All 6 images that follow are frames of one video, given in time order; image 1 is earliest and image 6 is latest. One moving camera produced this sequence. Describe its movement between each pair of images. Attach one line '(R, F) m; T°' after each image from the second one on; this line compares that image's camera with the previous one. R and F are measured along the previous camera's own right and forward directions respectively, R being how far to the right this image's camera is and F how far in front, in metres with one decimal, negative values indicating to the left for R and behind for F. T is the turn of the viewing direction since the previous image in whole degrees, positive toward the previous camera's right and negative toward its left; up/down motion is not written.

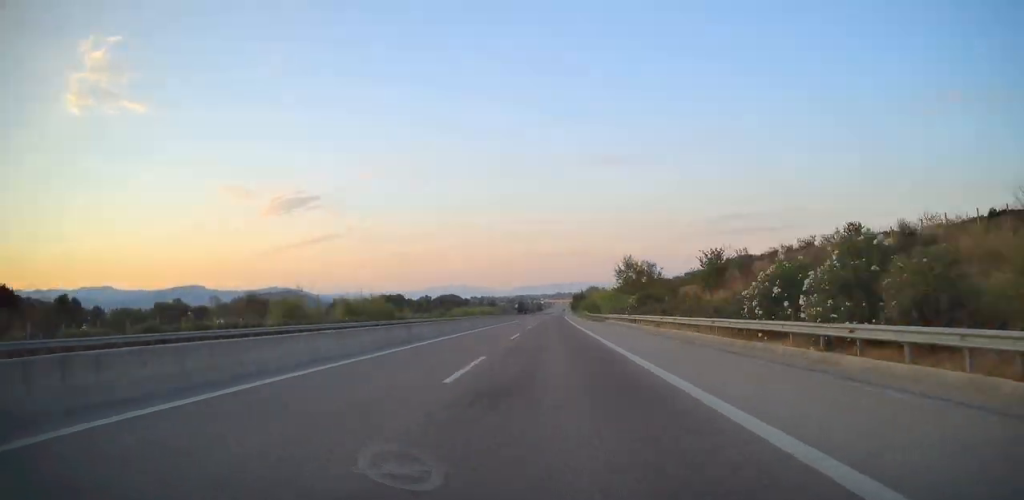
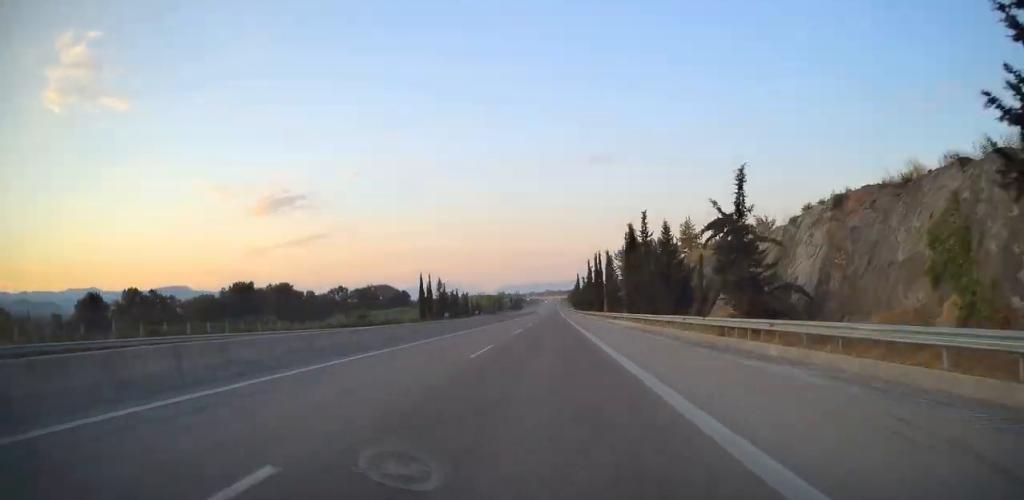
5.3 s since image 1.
(+3.5, +209.1) m; +1°
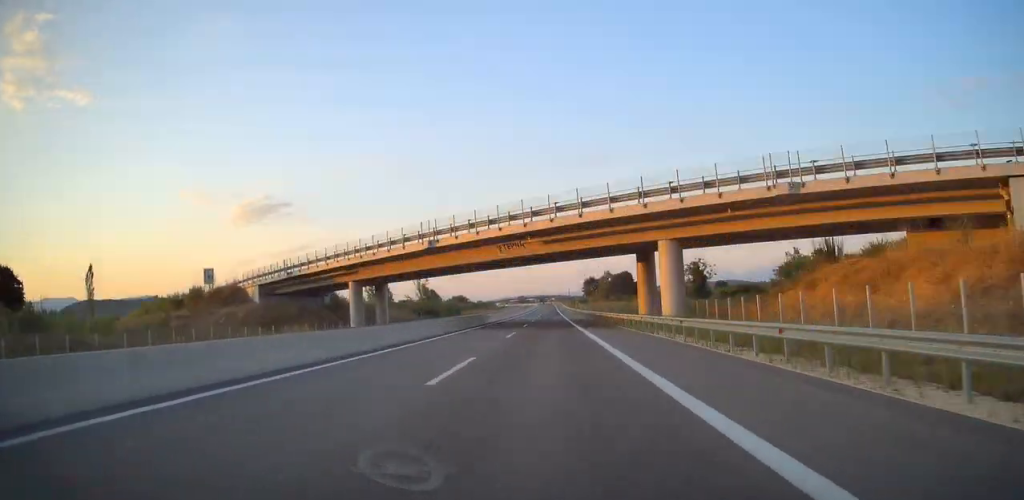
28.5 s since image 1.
(+6.9, +904.5) m; 0°
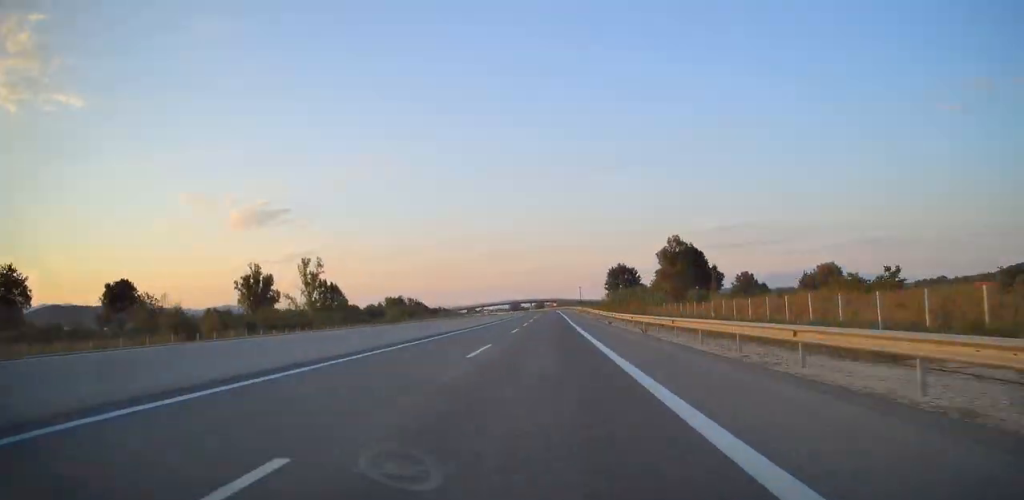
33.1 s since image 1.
(+2.5, +174.0) m; -1°
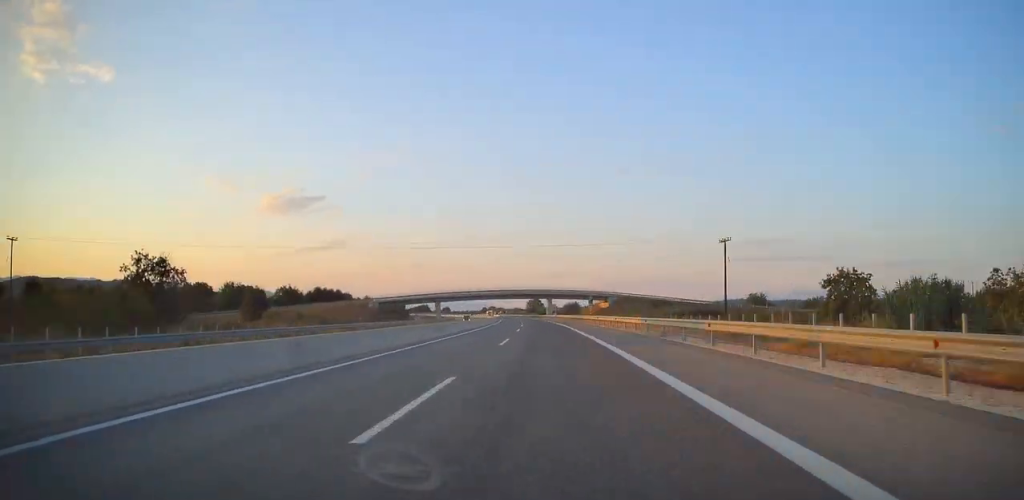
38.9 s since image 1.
(-7.4, +212.3) m; -6°
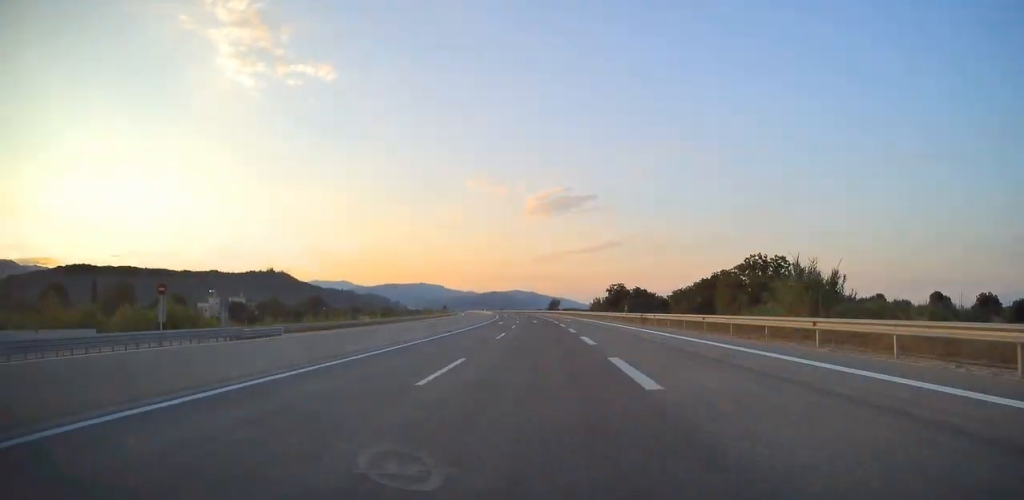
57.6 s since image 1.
(-134.1, +659.7) m; -24°
